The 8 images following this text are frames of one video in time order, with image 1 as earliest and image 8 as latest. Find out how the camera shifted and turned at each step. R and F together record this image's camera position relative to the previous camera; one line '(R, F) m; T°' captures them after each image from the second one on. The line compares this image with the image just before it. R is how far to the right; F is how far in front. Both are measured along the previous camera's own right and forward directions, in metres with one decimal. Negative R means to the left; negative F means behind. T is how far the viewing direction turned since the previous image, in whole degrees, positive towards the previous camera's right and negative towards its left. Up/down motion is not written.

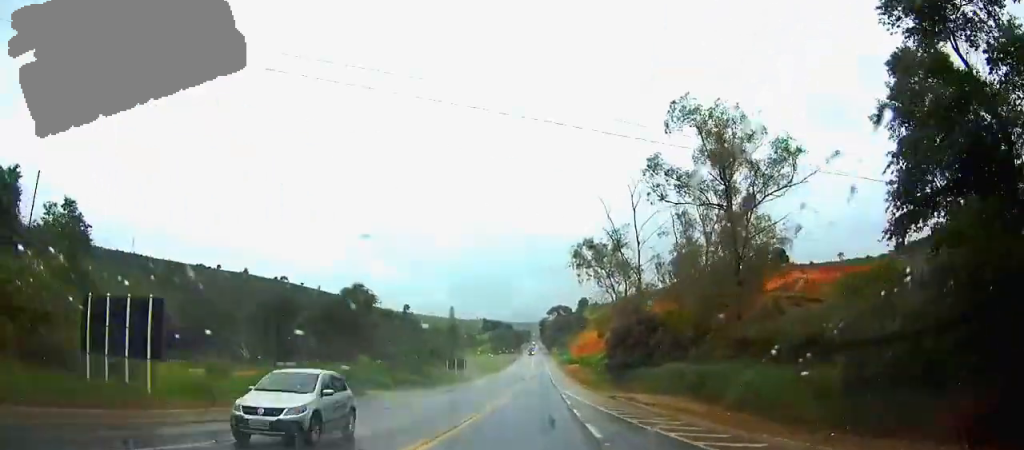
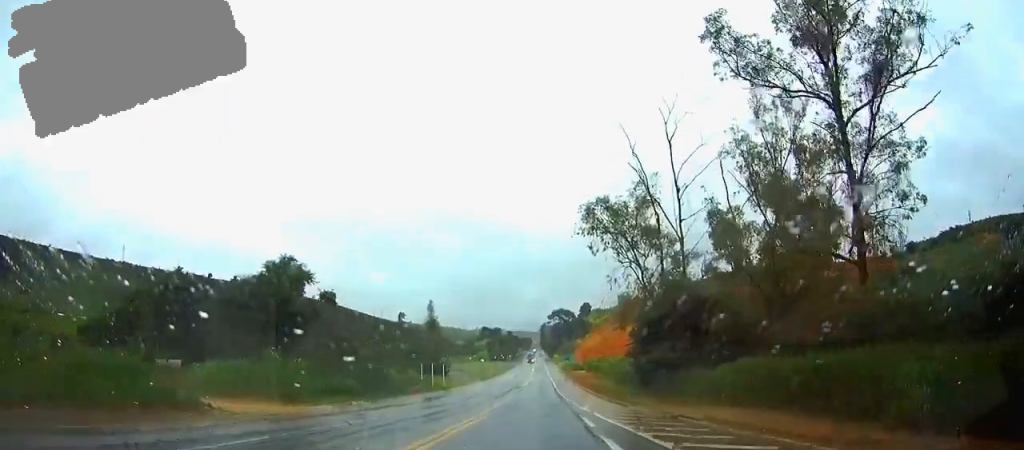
(0.0, +21.6) m; 0°
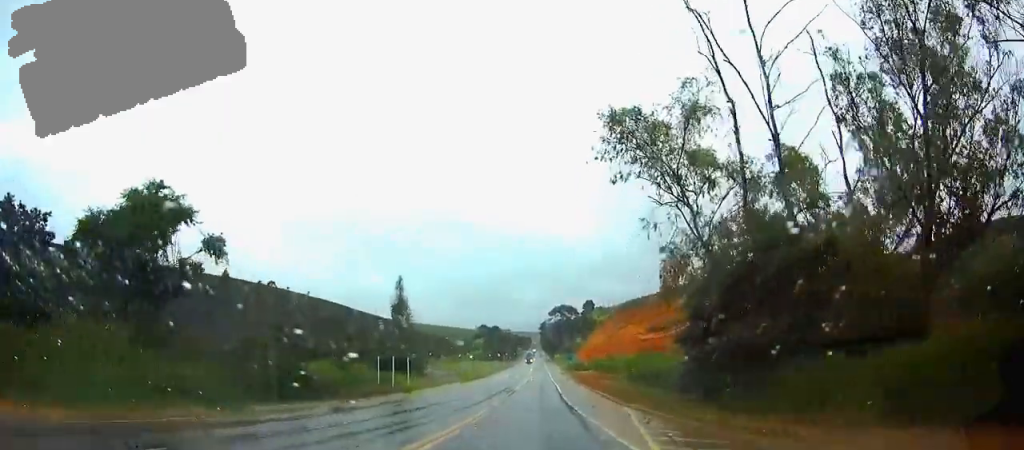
(0.0, +20.8) m; 0°
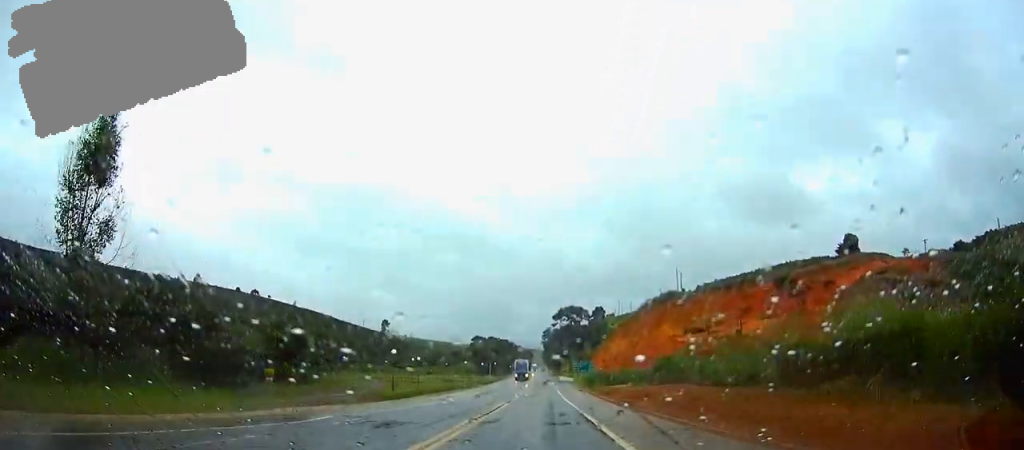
(-0.3, +53.5) m; 0°
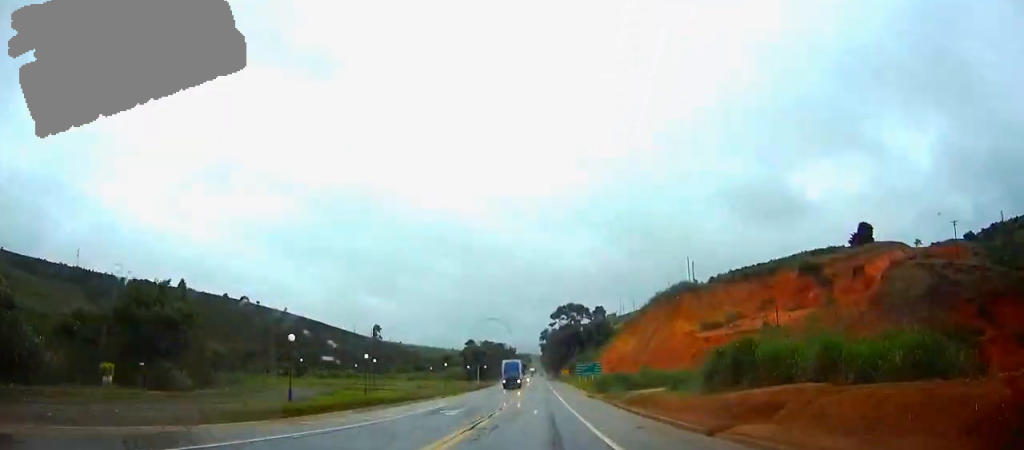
(0.0, +19.3) m; 0°
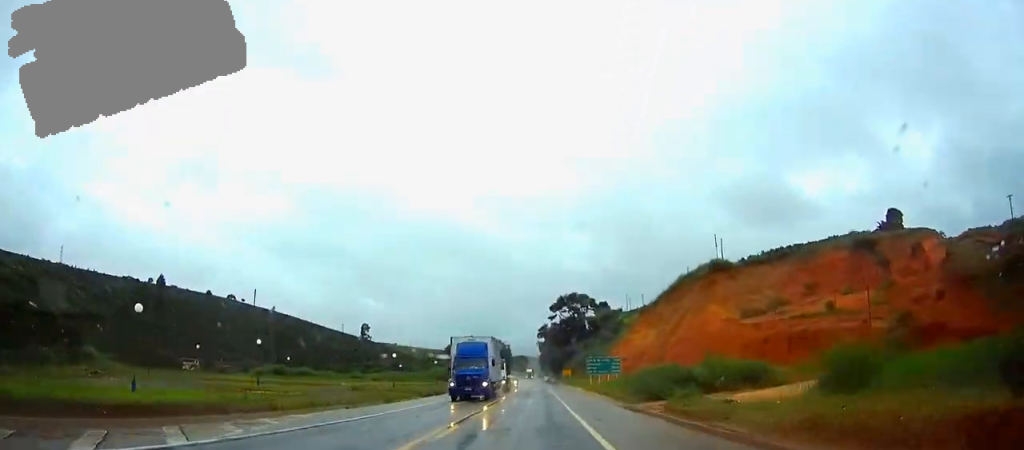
(0.0, +28.9) m; 0°
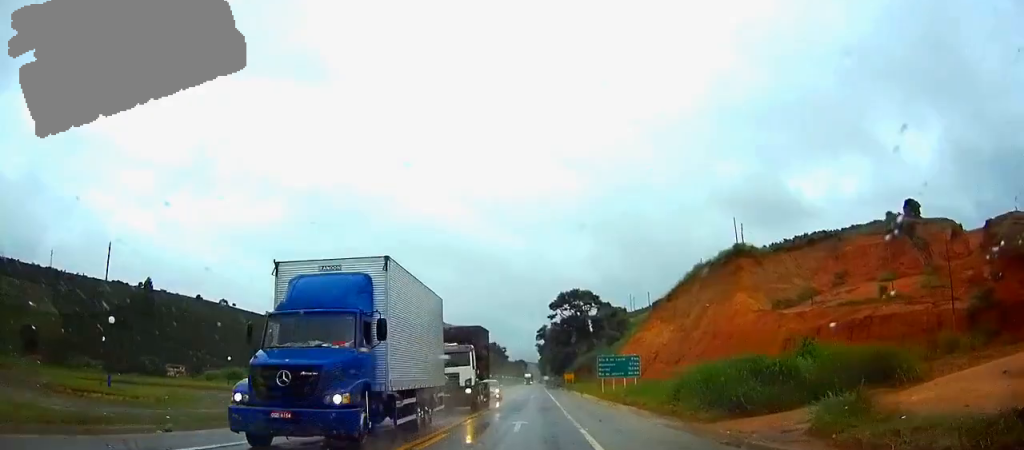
(0.0, +16.0) m; 0°
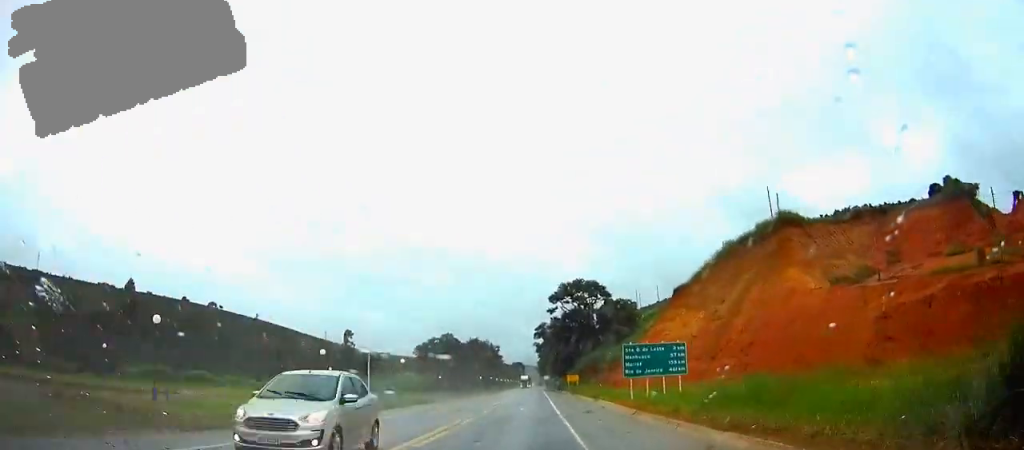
(0.0, +21.0) m; 0°
